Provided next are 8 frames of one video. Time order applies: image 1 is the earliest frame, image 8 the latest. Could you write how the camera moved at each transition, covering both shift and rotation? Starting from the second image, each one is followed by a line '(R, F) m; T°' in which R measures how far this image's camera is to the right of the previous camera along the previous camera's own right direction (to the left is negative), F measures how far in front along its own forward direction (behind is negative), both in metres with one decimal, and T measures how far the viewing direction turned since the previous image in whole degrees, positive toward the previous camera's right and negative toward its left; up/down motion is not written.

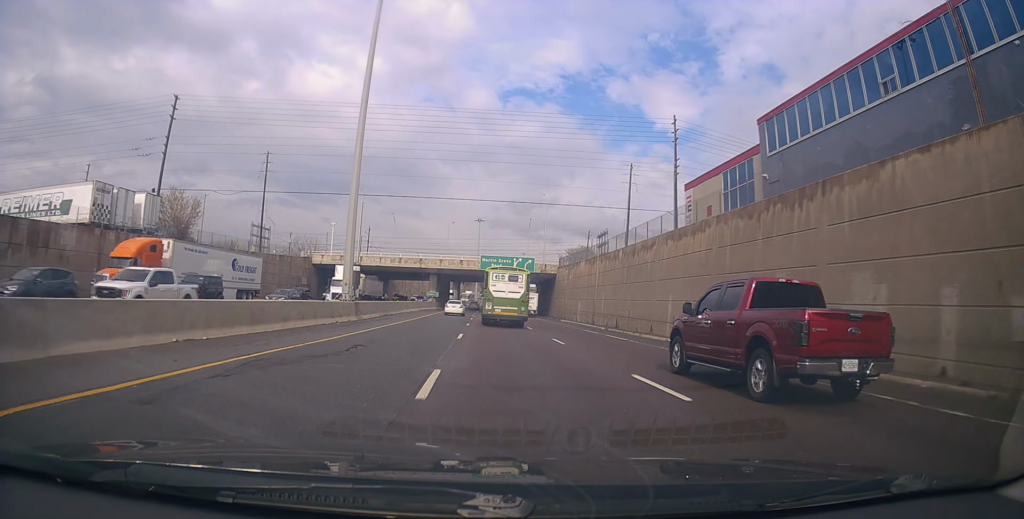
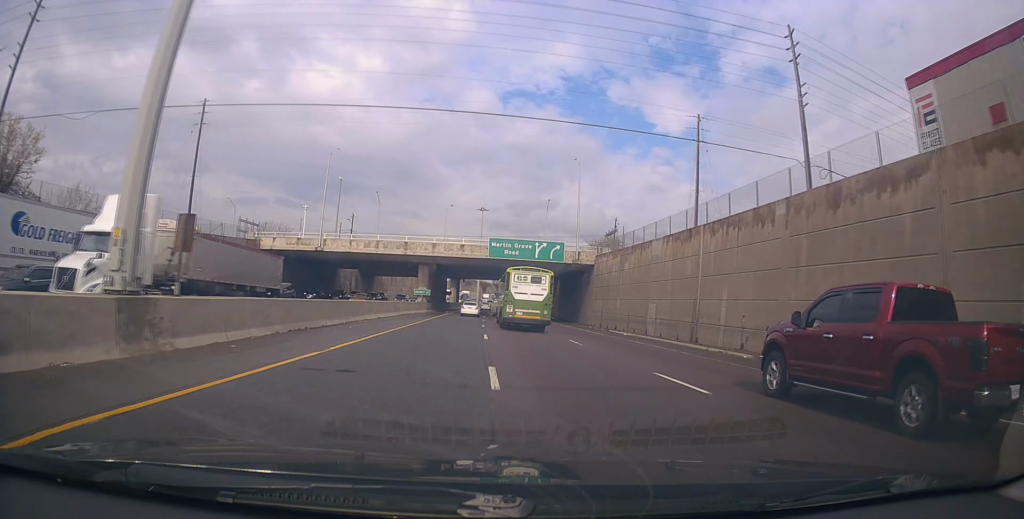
(-0.4, +23.9) m; 0°
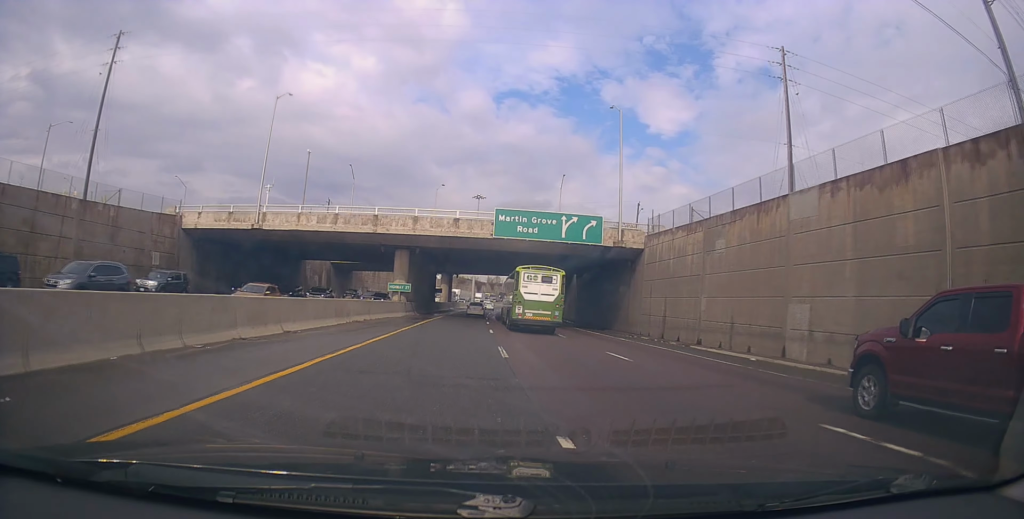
(+0.3, +17.8) m; 0°
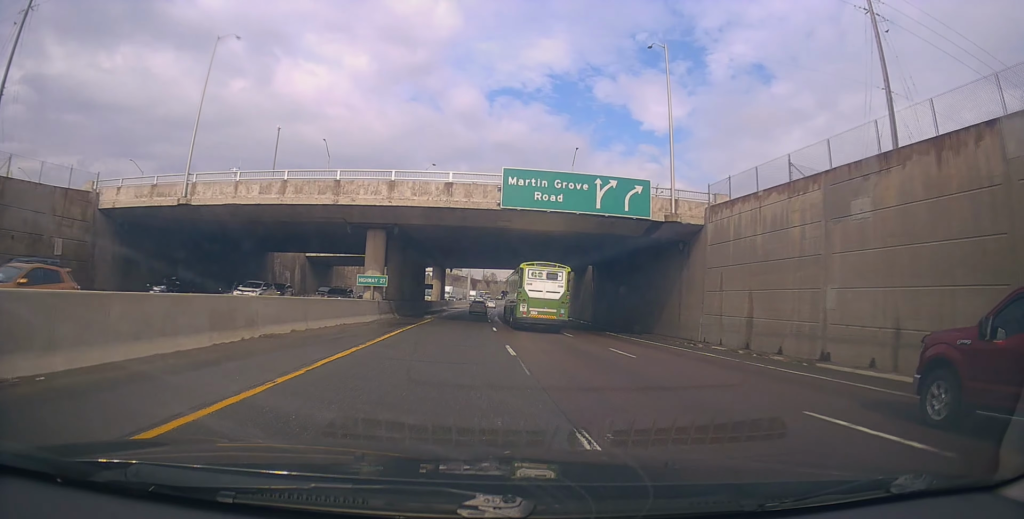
(0.0, +12.3) m; +1°
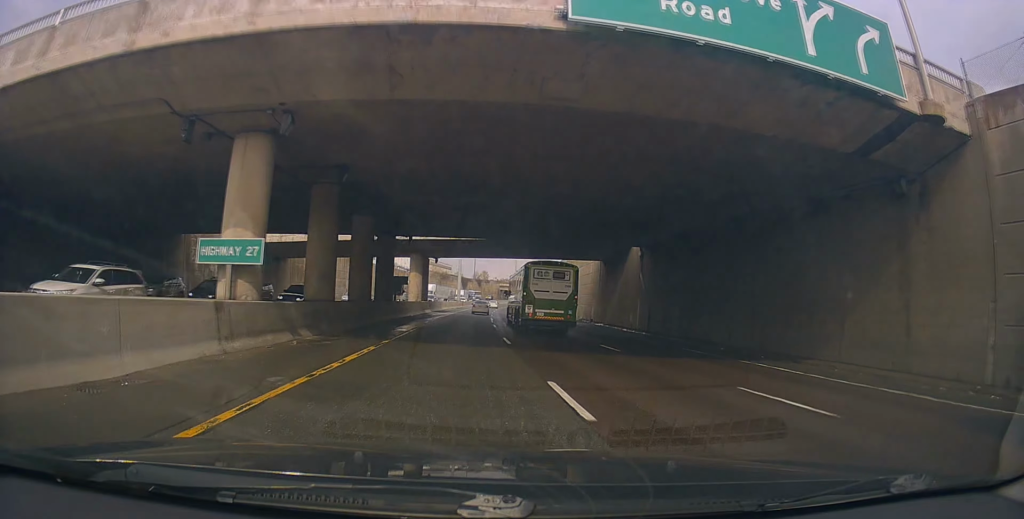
(-0.3, +20.1) m; +2°
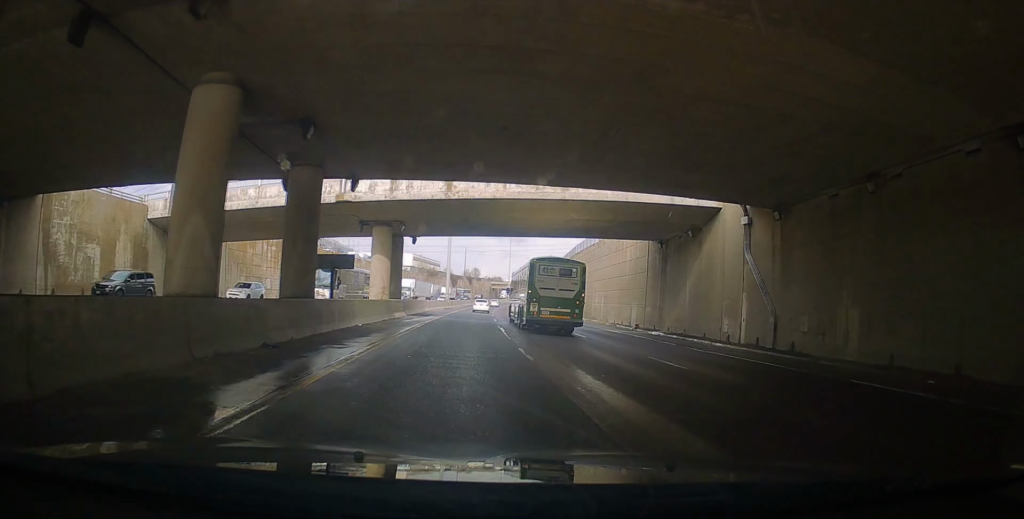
(+0.7, +18.1) m; +3°
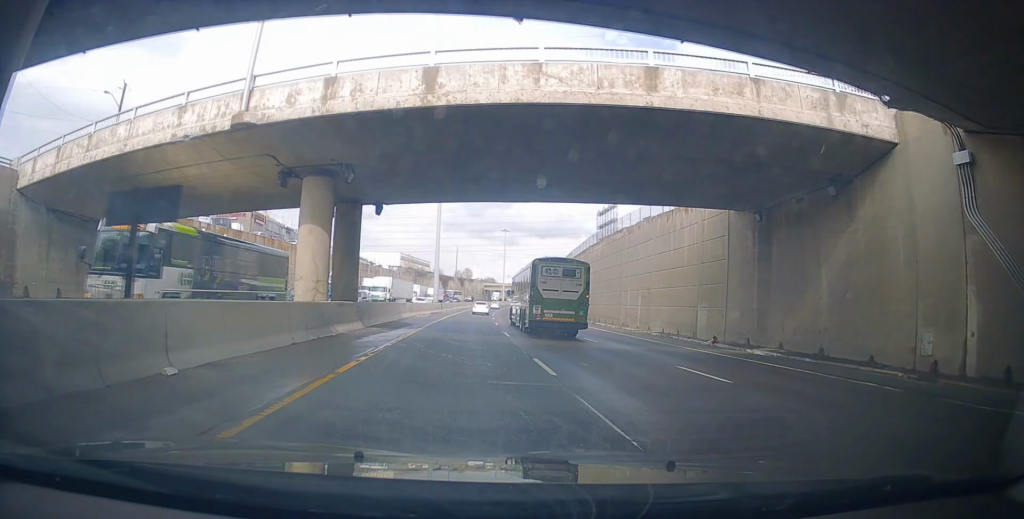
(+0.3, +14.6) m; +1°
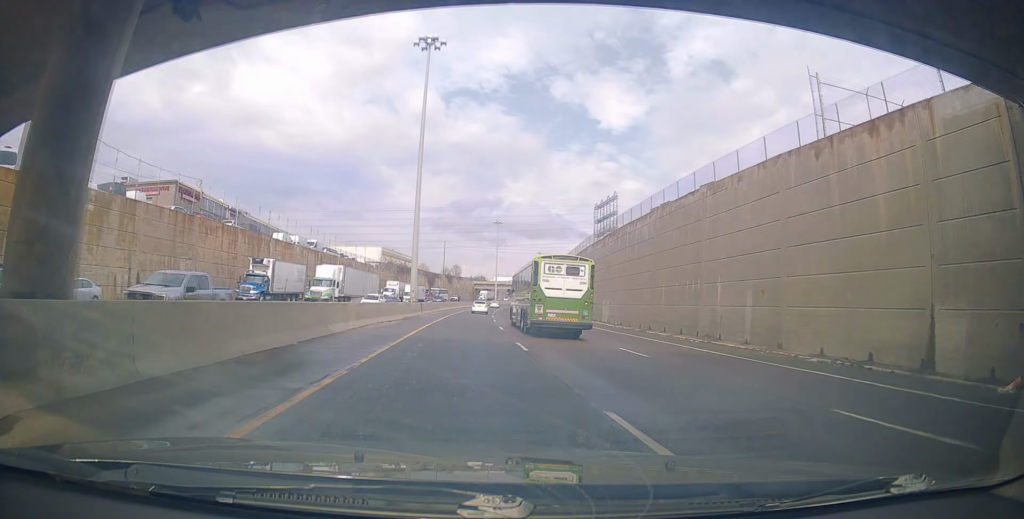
(+0.5, +18.7) m; 0°
